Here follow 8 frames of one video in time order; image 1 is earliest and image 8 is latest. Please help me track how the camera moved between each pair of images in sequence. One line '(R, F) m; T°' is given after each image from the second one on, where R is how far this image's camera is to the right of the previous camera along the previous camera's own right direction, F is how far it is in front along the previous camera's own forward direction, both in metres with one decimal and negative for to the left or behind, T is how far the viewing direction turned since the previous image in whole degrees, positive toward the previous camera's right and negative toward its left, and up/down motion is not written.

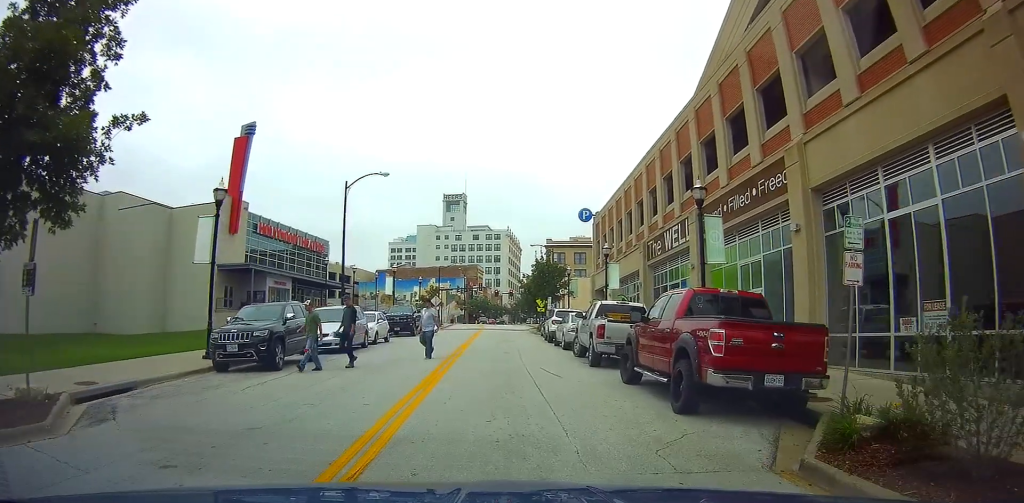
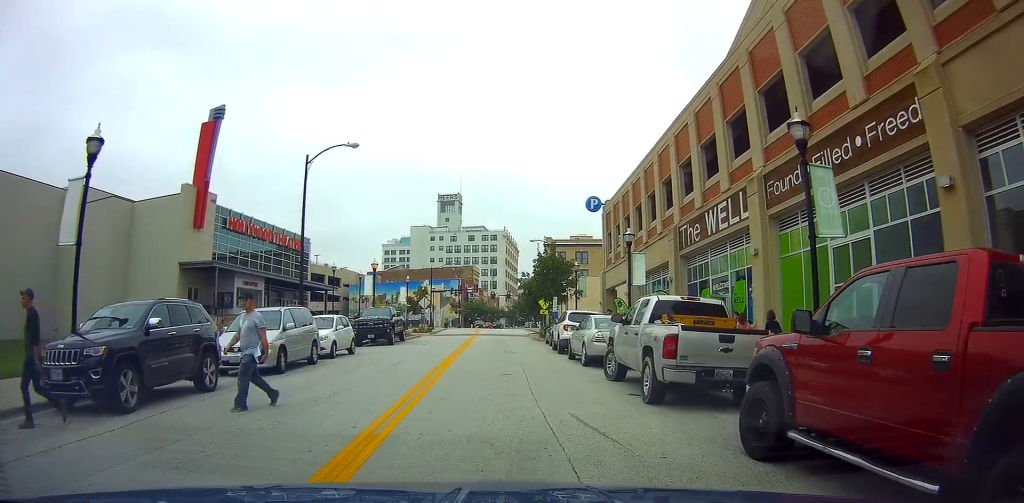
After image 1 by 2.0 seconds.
(-0.2, +6.3) m; -1°
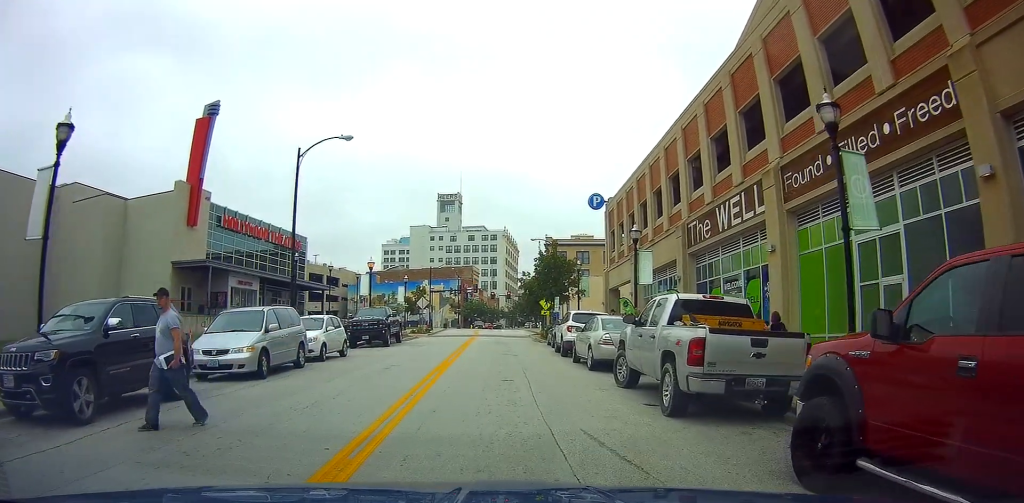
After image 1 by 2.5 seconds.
(-0.1, +1.2) m; +2°
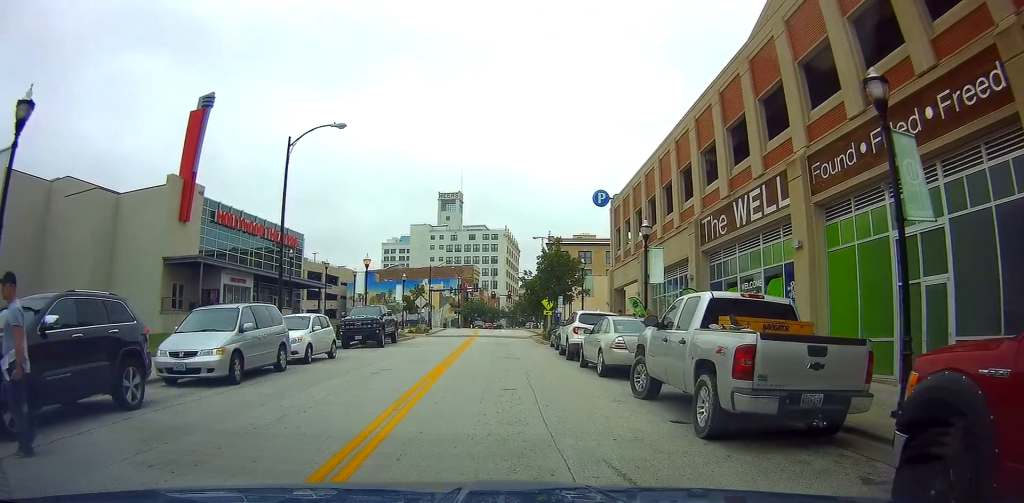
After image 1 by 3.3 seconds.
(+0.1, +1.5) m; 0°
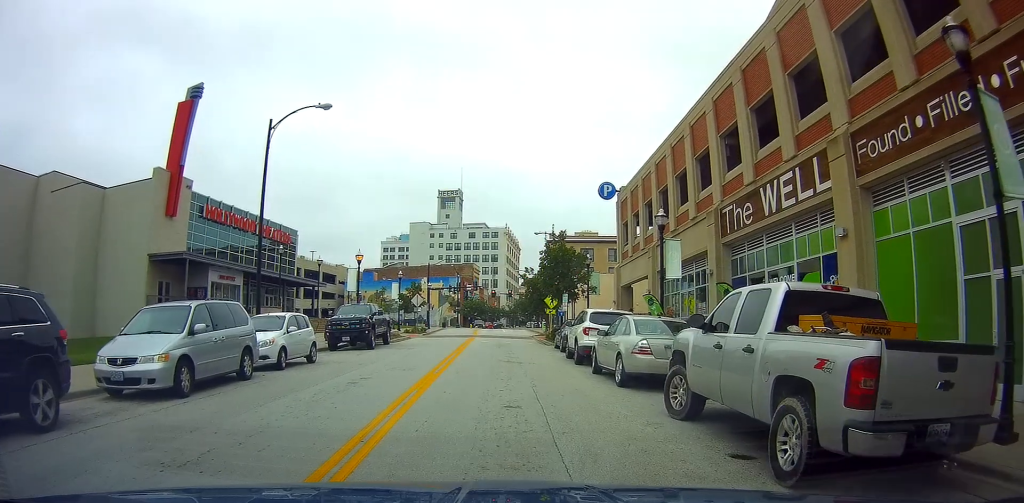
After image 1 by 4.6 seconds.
(-0.2, +2.3) m; -1°
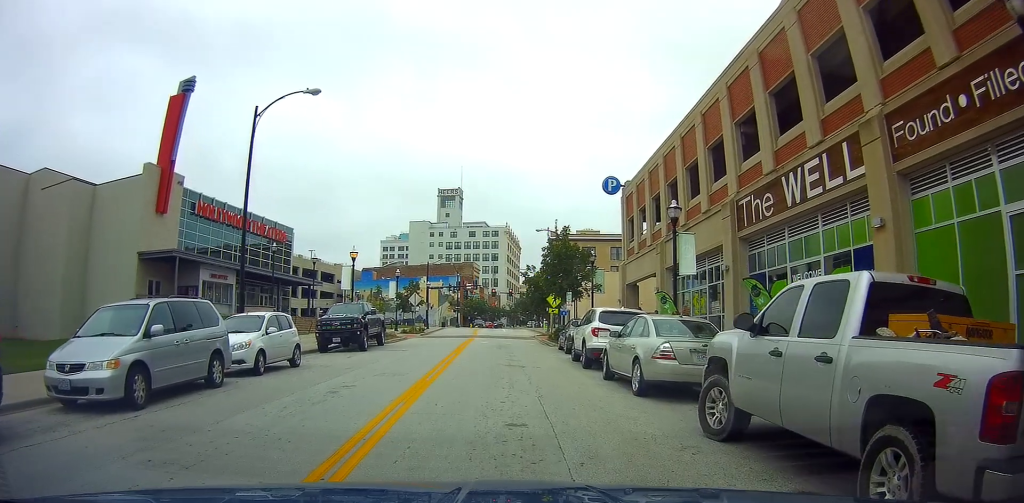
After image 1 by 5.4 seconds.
(+0.2, +1.5) m; +2°
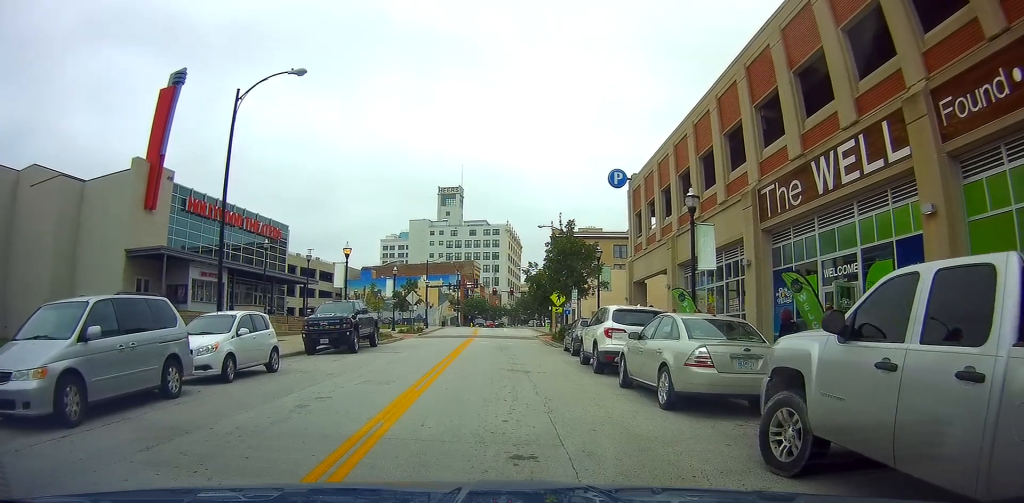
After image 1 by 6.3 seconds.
(0.0, +1.8) m; 0°
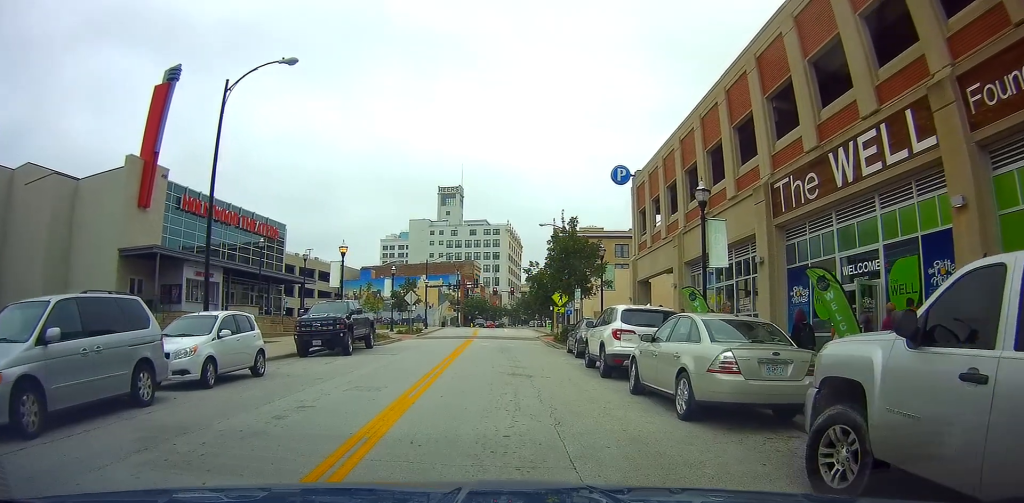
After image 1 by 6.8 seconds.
(0.0, +1.0) m; 0°
